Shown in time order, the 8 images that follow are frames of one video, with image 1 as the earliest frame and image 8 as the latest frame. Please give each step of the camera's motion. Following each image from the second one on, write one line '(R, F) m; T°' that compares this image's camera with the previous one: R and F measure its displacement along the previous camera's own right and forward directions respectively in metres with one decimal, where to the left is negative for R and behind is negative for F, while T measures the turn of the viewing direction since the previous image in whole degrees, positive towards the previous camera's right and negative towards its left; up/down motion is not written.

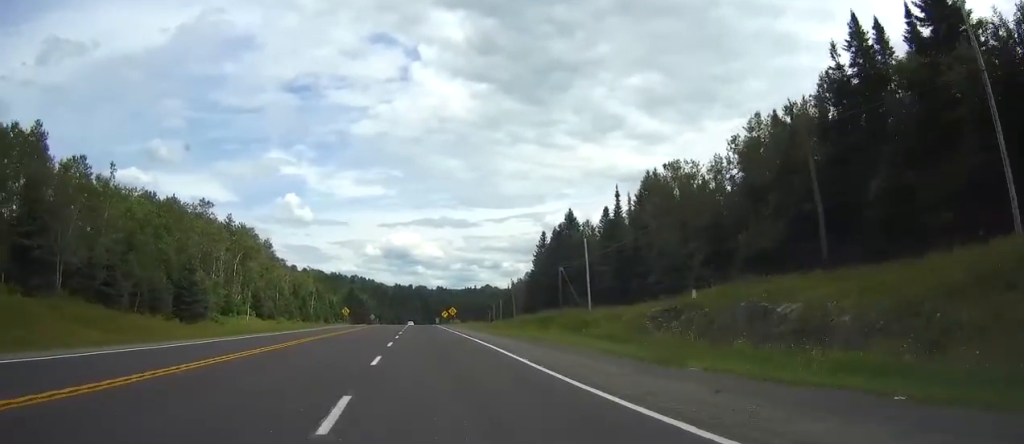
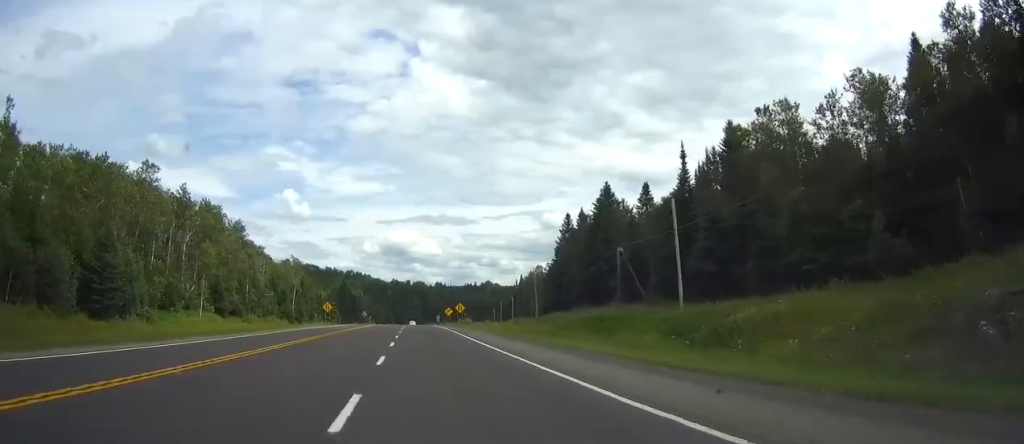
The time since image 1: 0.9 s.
(0.0, +26.5) m; 0°
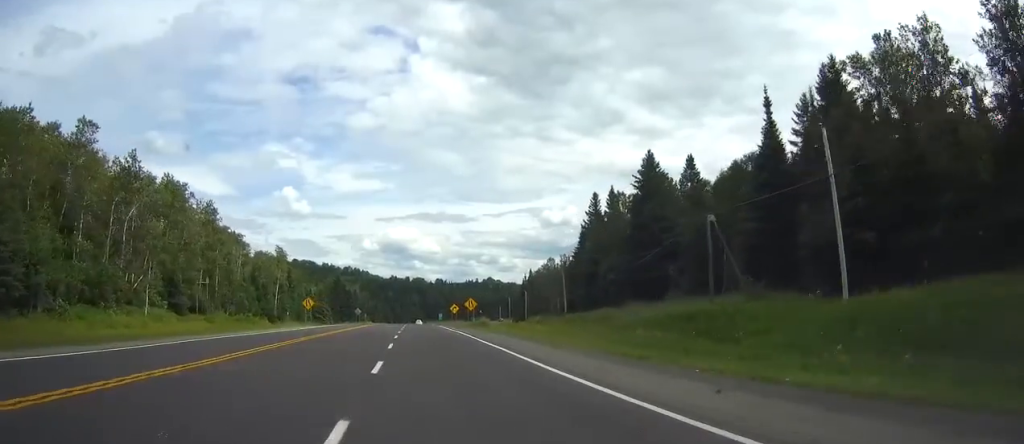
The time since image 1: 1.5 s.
(0.0, +20.4) m; 0°
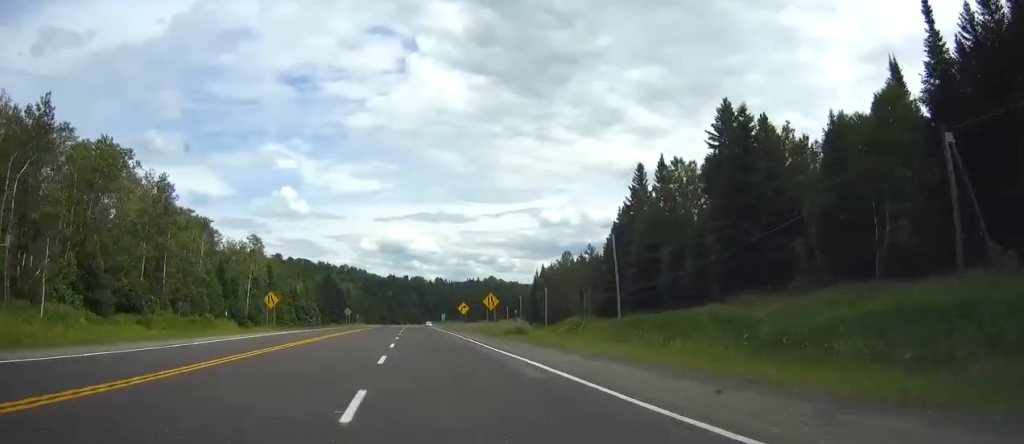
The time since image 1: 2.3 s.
(0.0, +23.4) m; 0°
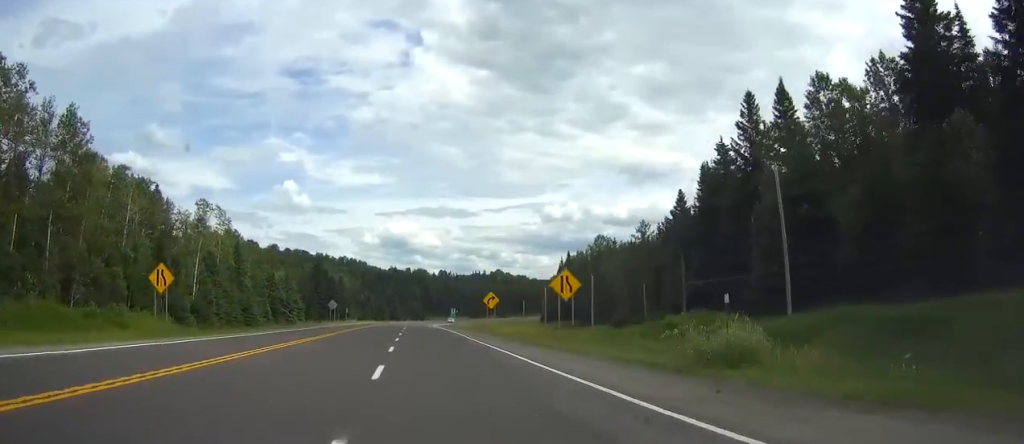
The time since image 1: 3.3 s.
(+0.1, +30.8) m; 0°
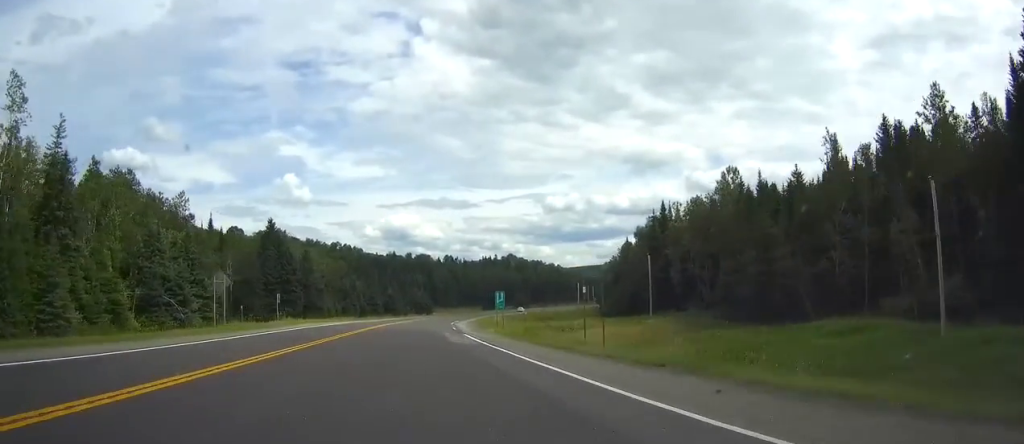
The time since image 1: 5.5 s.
(0.0, +67.1) m; 0°
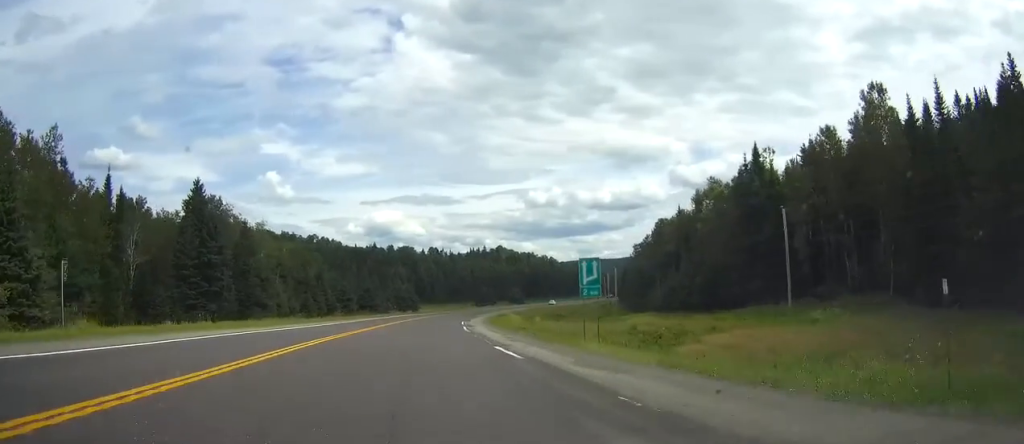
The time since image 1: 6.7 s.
(+0.2, +37.3) m; +2°
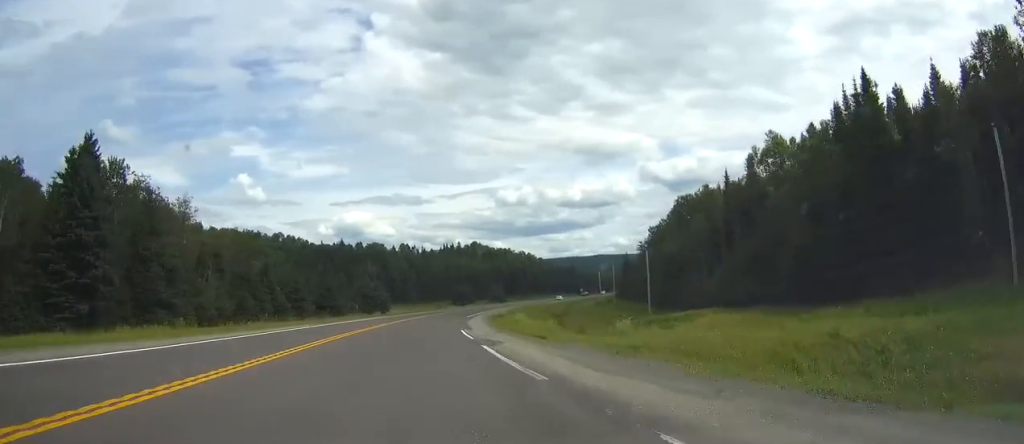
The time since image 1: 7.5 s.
(+0.4, +26.9) m; +3°
